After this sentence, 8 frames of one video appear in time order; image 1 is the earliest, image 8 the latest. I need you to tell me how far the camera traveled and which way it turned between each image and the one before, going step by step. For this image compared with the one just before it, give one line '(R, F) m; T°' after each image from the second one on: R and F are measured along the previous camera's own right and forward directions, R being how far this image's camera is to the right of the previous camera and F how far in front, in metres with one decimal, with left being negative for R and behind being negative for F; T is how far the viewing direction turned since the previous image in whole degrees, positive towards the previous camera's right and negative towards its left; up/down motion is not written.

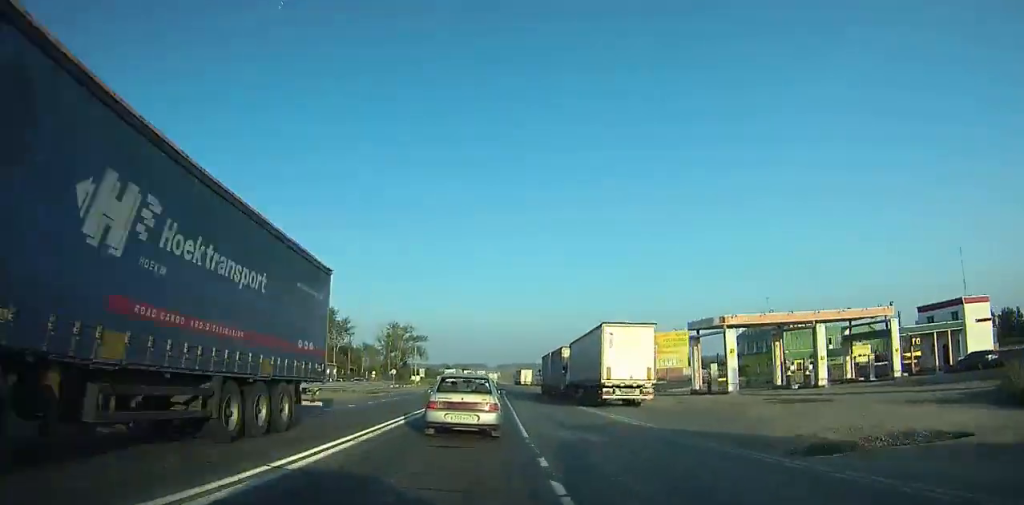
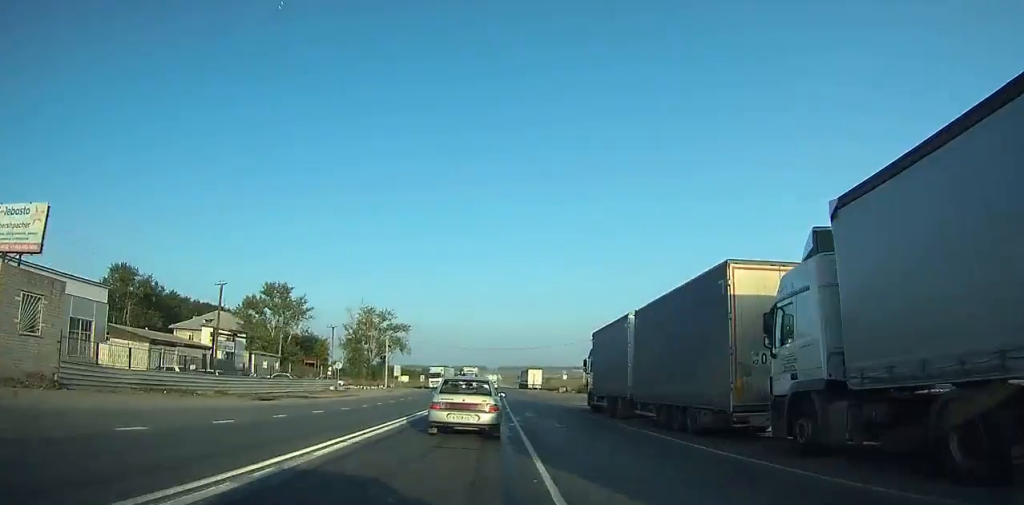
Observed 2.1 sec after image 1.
(-0.8, +34.1) m; 0°
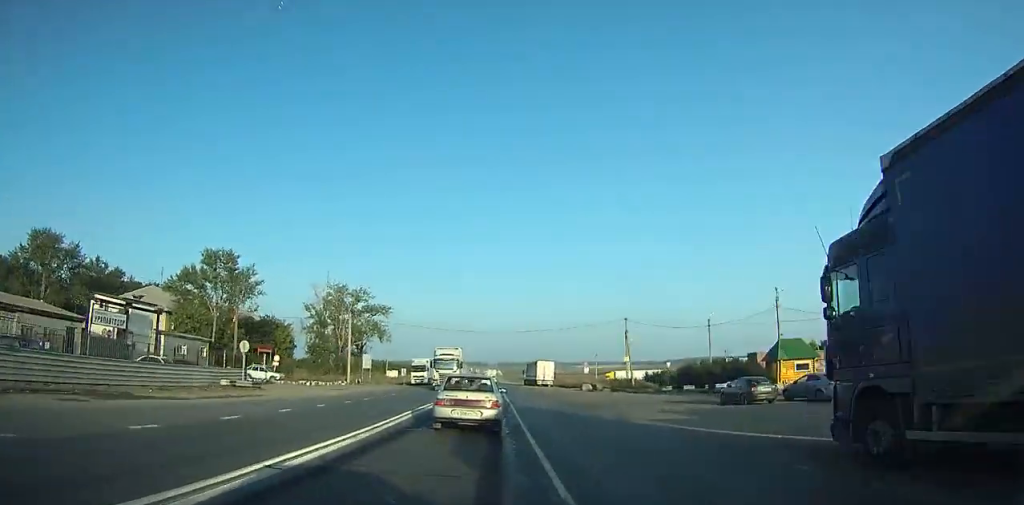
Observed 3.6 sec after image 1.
(+0.4, +25.1) m; 0°
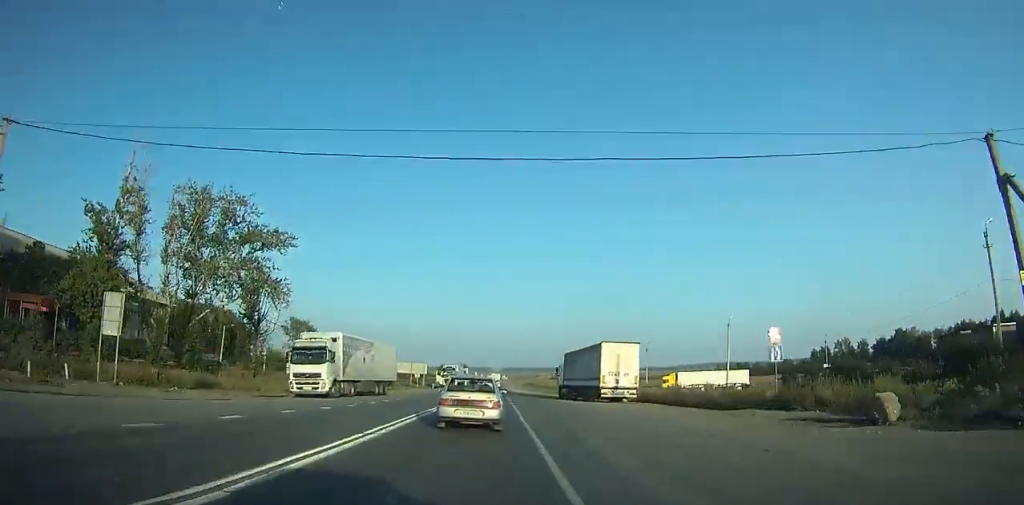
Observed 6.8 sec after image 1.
(-0.1, +53.2) m; 0°
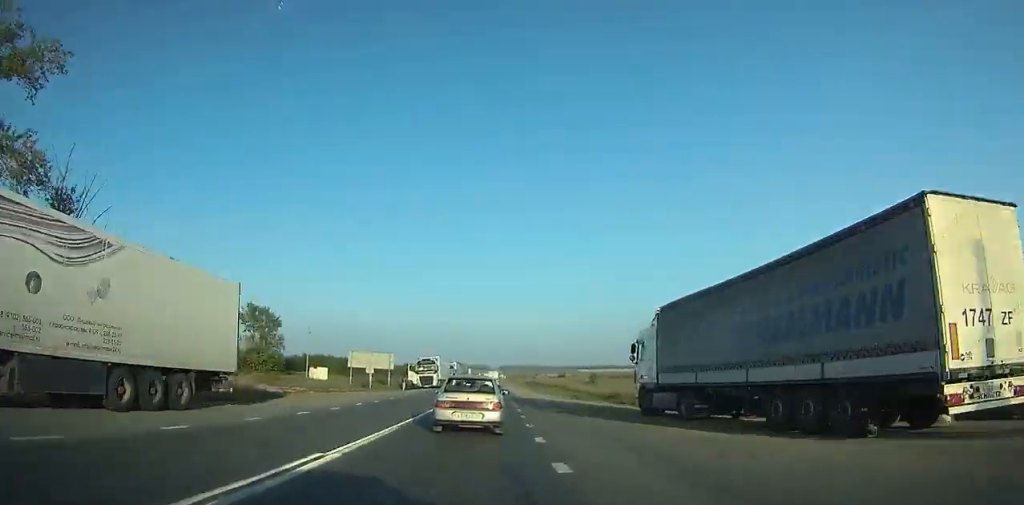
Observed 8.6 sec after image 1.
(-0.1, +28.5) m; 0°
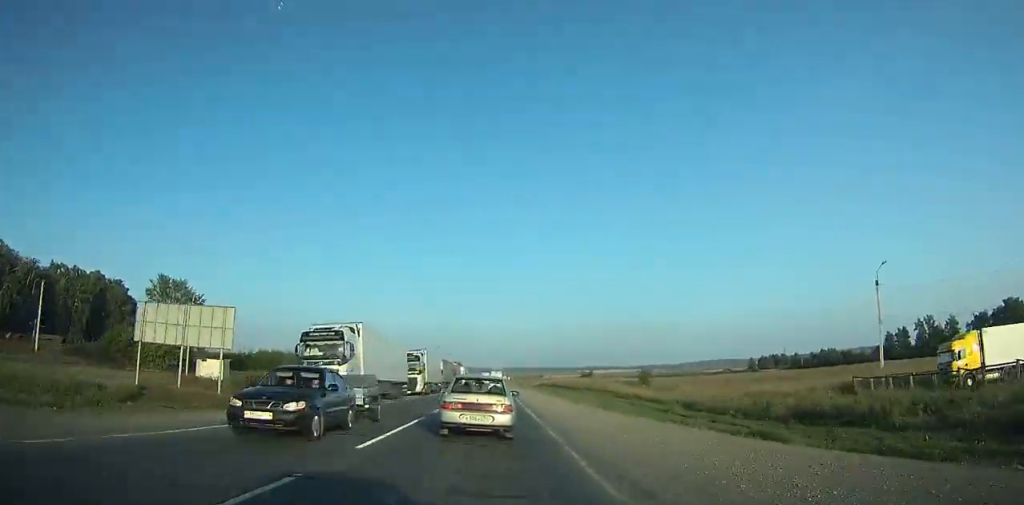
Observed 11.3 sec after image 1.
(+0.4, +39.6) m; +1°
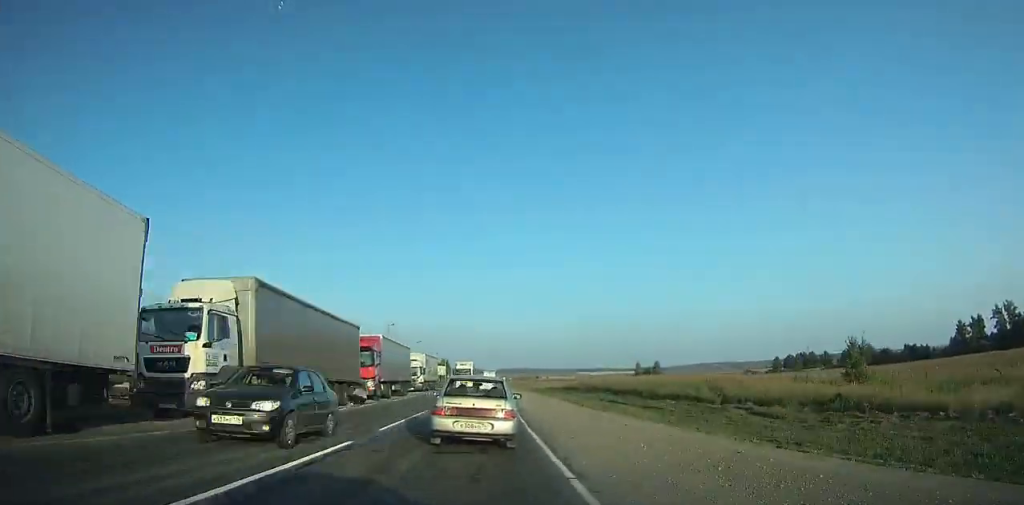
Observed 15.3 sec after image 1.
(+0.5, +53.7) m; +1°
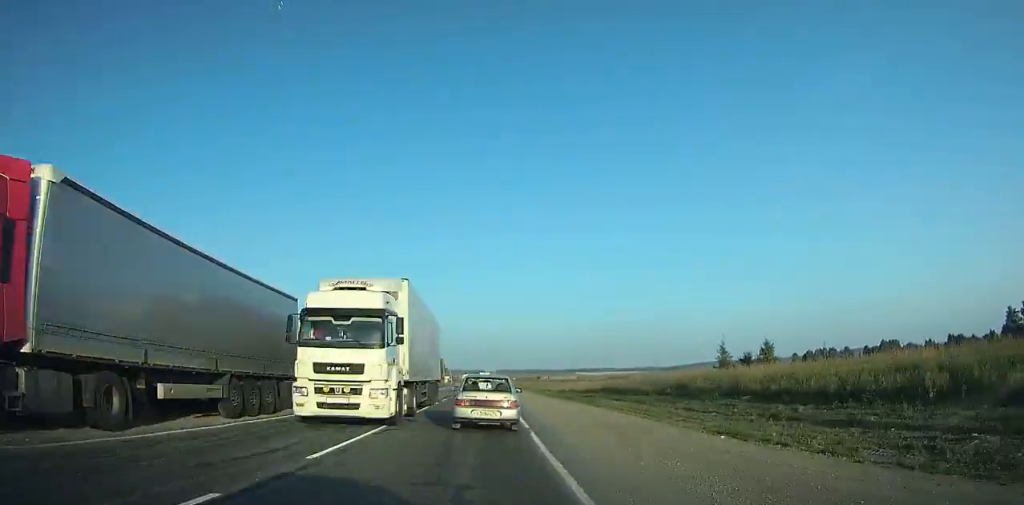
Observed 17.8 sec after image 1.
(0.0, +32.5) m; 0°
